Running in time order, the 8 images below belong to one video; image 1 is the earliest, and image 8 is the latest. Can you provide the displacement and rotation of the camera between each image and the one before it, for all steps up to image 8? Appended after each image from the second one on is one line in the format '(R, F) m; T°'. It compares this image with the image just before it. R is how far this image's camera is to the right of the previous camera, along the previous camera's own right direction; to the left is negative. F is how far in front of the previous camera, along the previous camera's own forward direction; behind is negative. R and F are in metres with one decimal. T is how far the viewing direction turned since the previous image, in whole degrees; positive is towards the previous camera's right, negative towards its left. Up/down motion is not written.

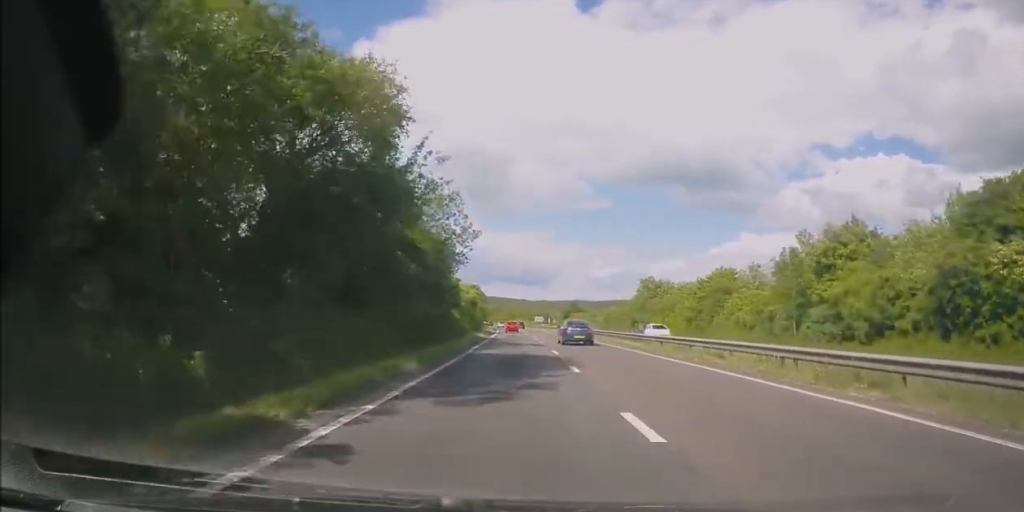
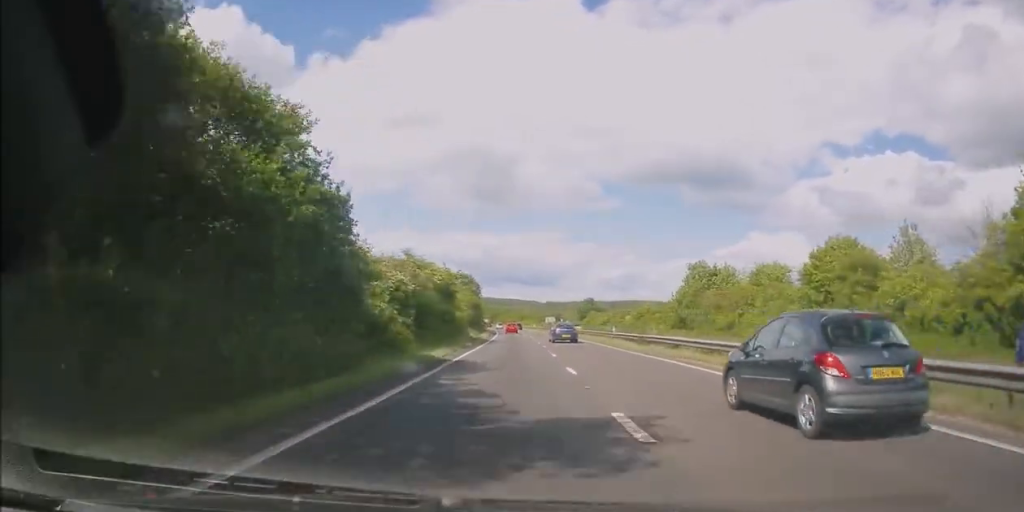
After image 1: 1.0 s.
(-0.2, +27.0) m; -1°
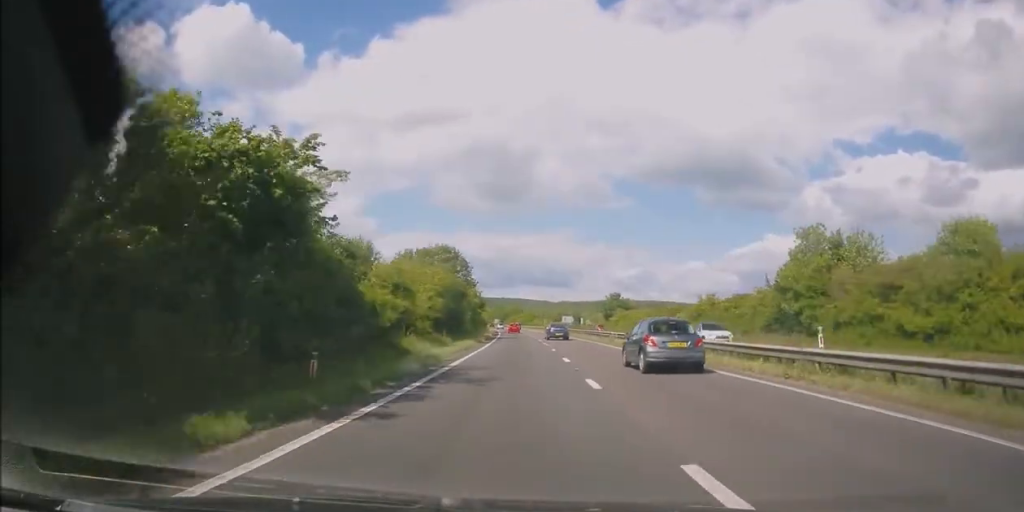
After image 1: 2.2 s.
(-0.6, +29.9) m; -1°
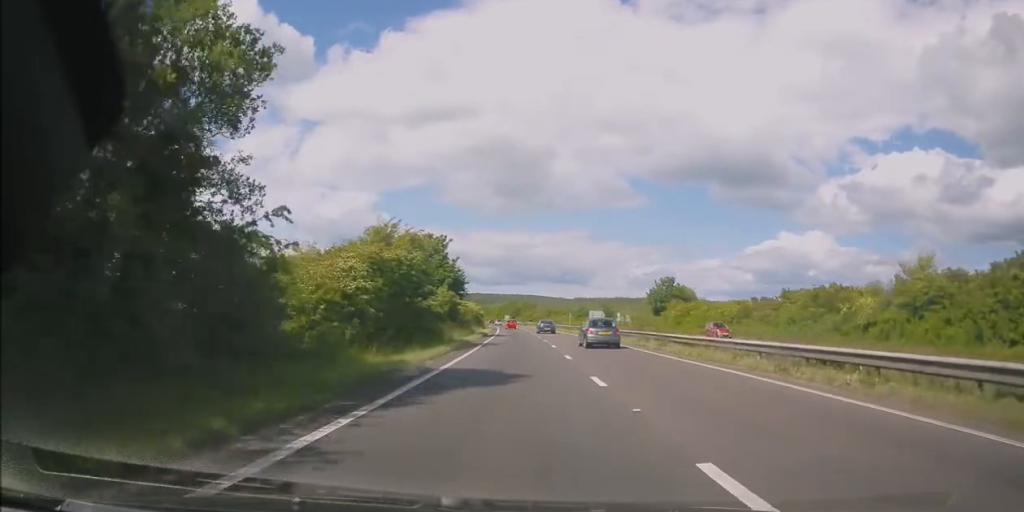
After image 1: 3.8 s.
(0.0, +43.6) m; -1°
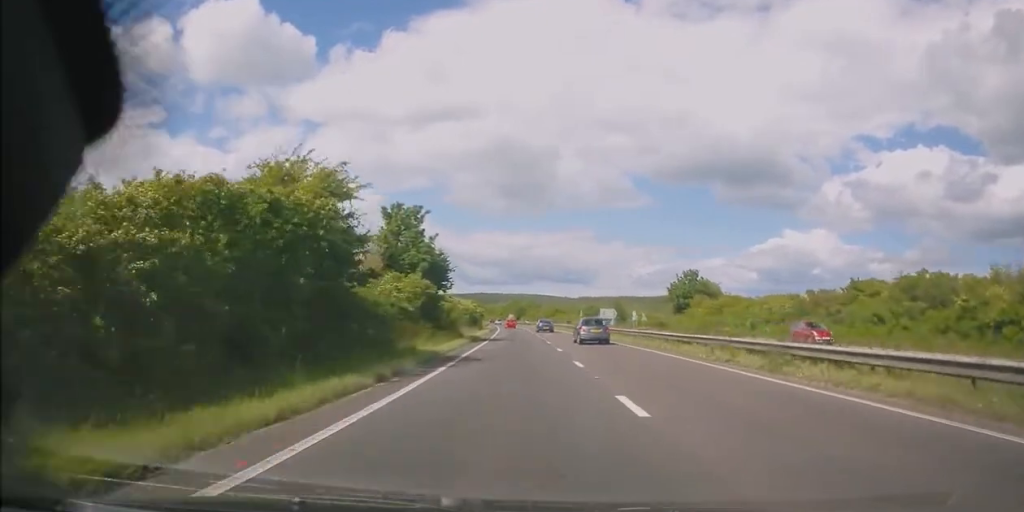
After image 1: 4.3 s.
(-0.4, +12.5) m; -1°
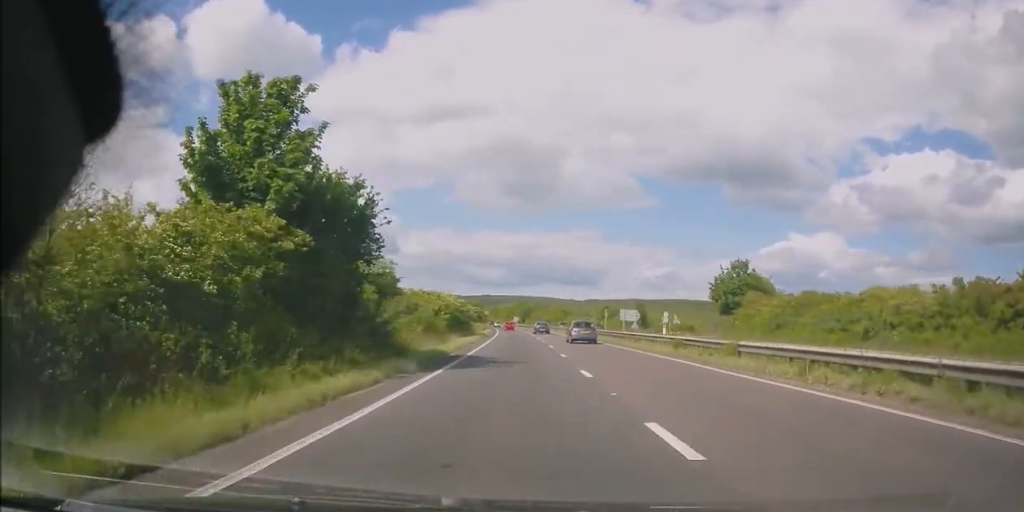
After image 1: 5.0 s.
(-0.2, +19.6) m; -1°
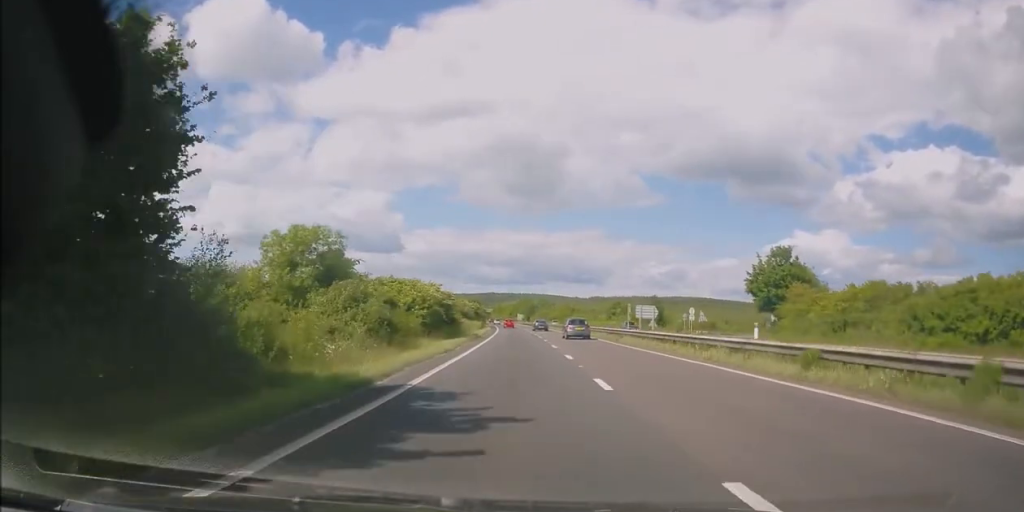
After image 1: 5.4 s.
(+0.1, +11.6) m; 0°
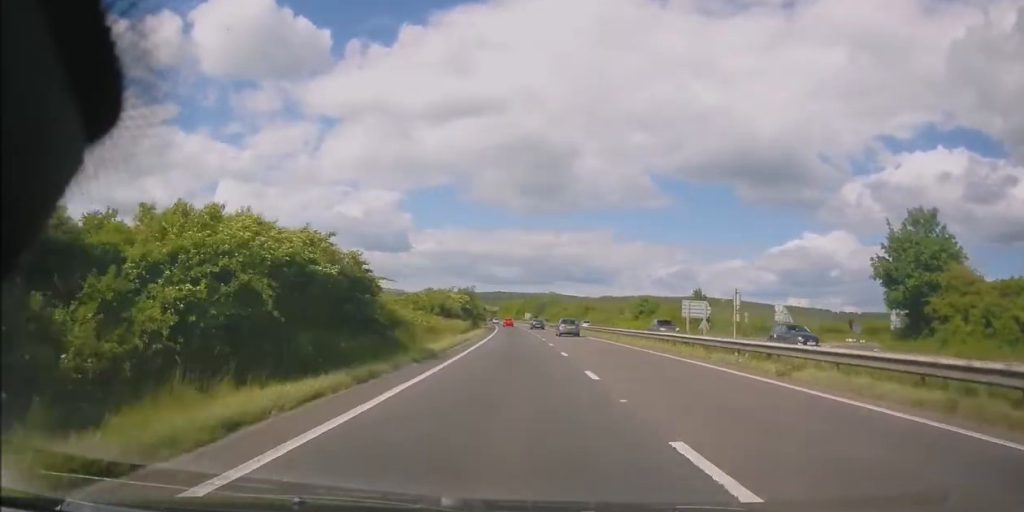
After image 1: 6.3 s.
(-0.3, +24.0) m; -1°
